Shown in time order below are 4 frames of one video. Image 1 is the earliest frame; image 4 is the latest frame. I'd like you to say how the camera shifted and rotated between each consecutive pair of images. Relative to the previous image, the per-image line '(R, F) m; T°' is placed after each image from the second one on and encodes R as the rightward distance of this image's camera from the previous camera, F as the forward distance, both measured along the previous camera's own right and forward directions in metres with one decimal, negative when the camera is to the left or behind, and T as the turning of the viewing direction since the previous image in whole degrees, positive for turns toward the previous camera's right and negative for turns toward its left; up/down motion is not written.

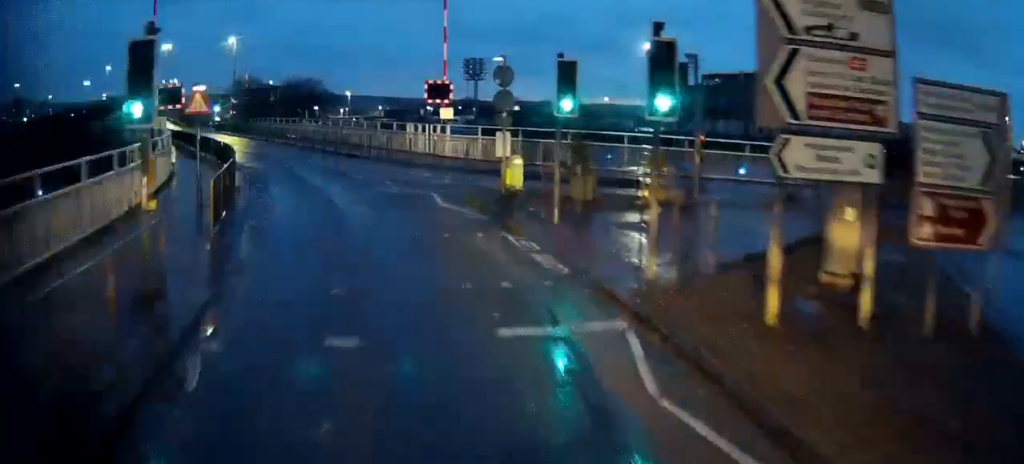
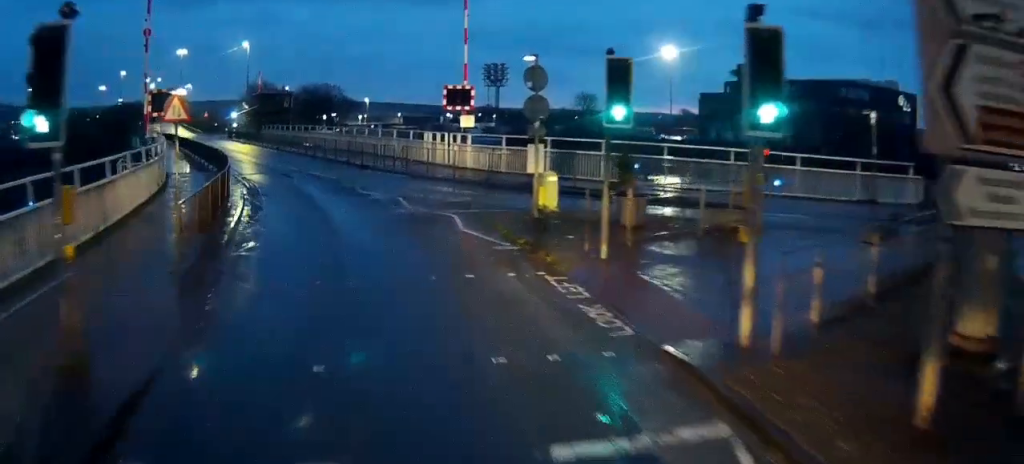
(-0.1, +3.1) m; -2°
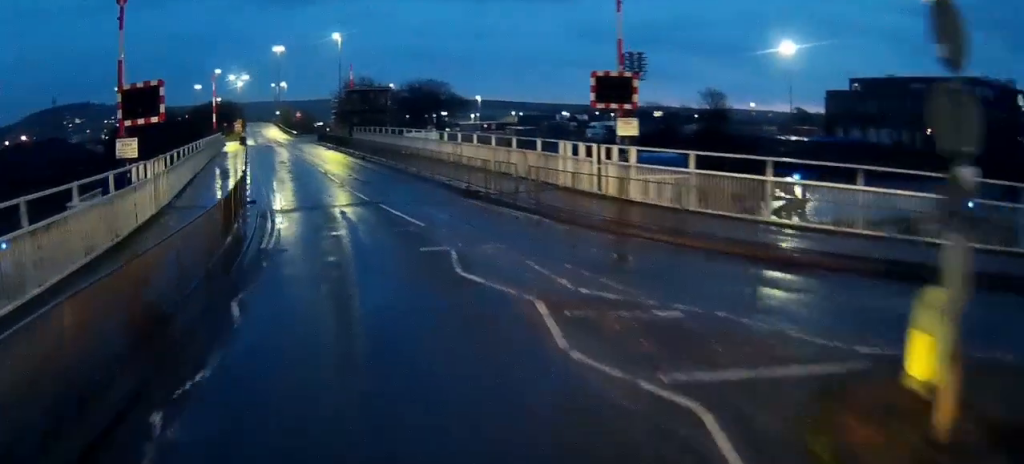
(-0.9, +11.7) m; -10°
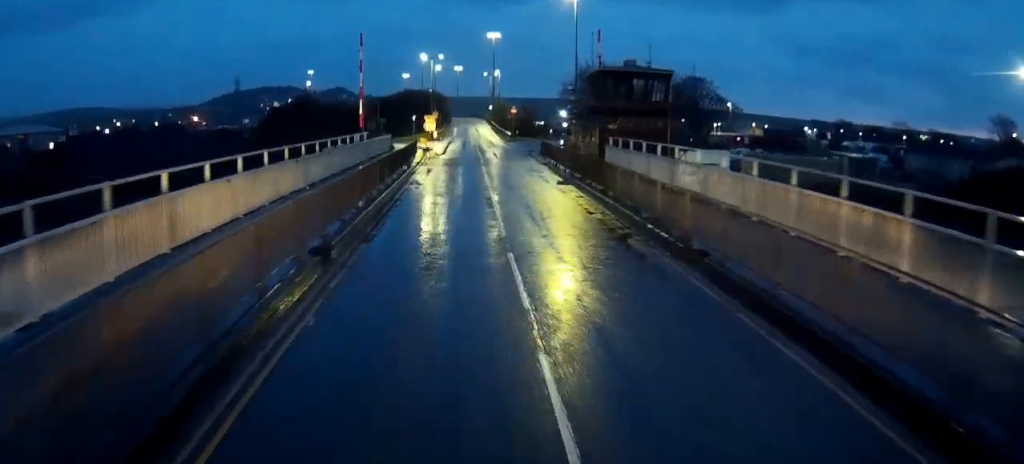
(-5.3, +29.4) m; -19°
